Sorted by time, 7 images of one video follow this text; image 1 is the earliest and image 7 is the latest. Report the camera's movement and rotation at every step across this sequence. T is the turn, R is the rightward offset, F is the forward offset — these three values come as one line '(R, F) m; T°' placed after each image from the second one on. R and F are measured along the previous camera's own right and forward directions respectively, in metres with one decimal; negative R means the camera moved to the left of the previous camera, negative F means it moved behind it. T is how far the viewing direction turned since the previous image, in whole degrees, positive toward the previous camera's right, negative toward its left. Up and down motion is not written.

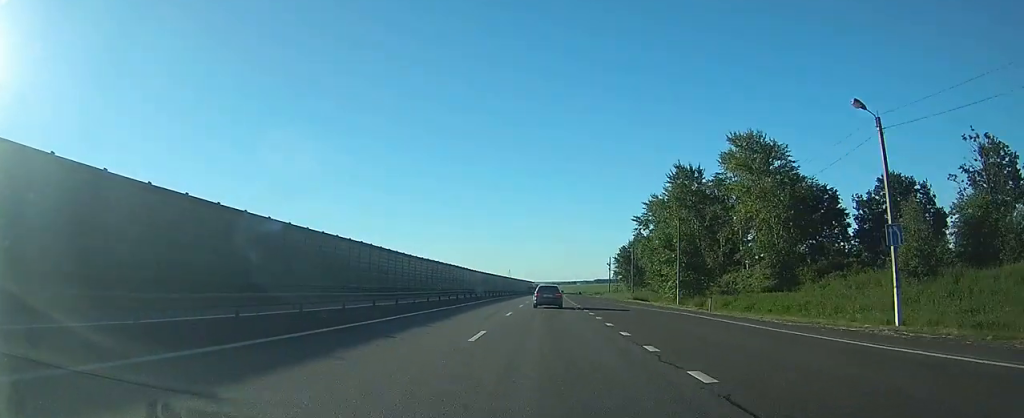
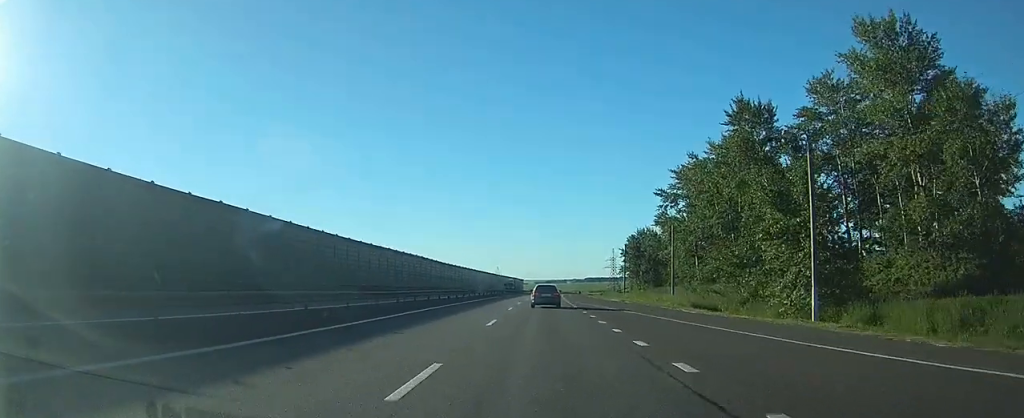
(+0.2, +31.1) m; +1°
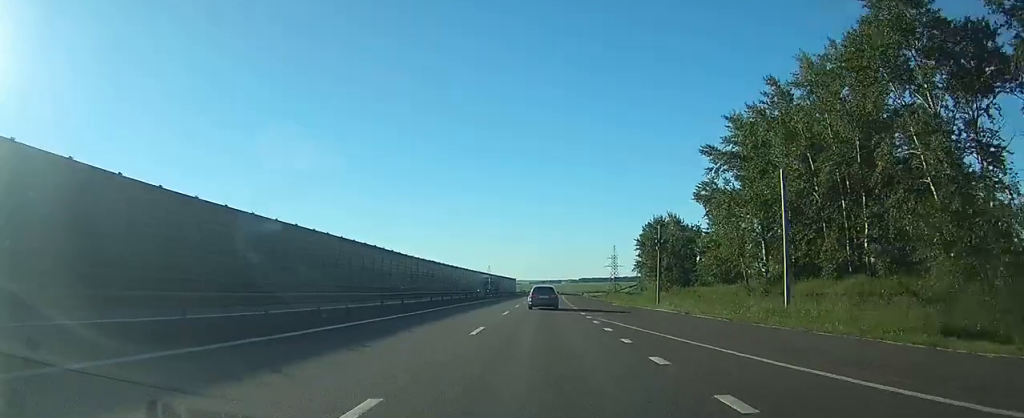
(+0.2, +26.9) m; +1°
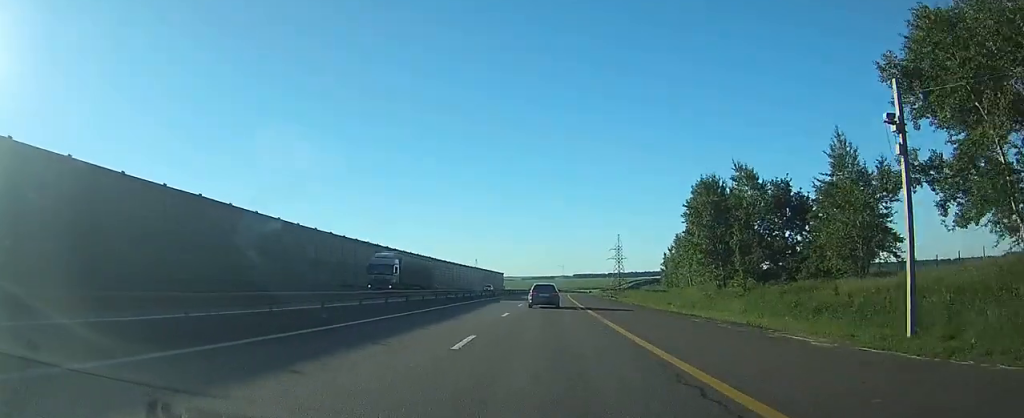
(+0.5, +40.2) m; +1°
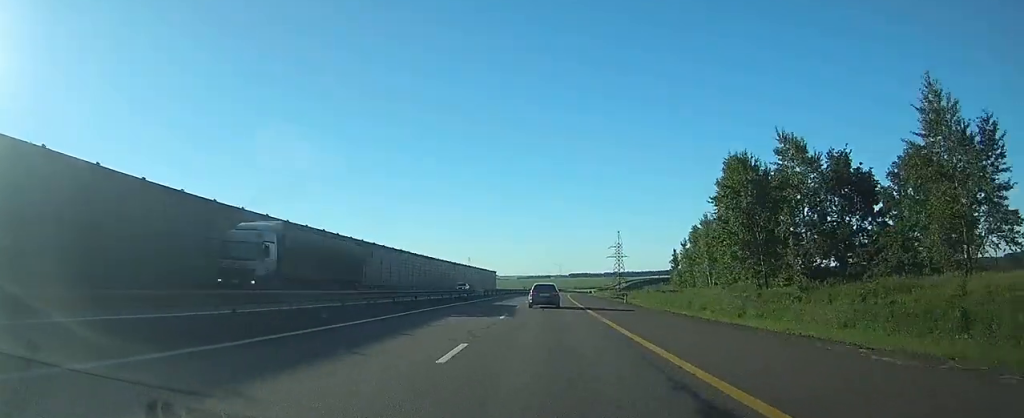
(+0.1, +14.0) m; 0°
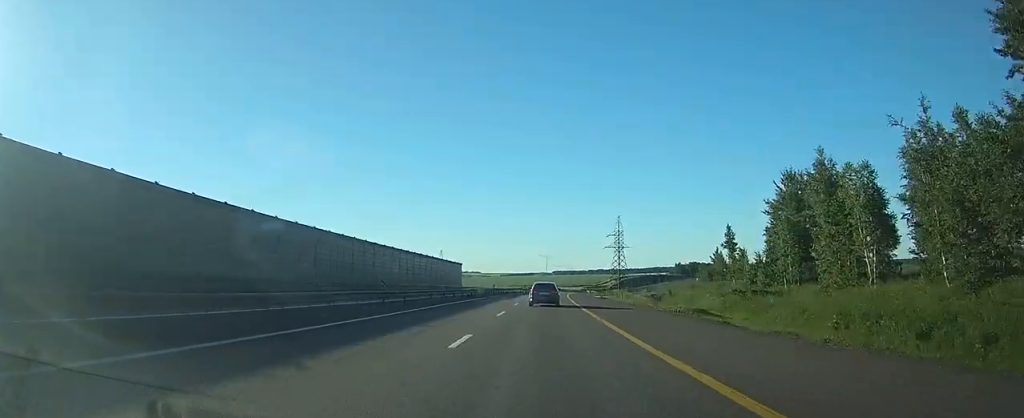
(+0.2, +46.2) m; +1°
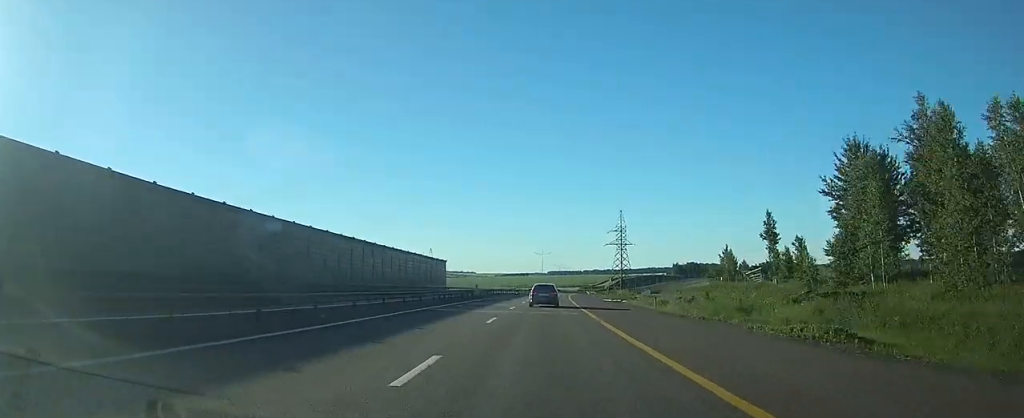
(0.0, +16.5) m; 0°
